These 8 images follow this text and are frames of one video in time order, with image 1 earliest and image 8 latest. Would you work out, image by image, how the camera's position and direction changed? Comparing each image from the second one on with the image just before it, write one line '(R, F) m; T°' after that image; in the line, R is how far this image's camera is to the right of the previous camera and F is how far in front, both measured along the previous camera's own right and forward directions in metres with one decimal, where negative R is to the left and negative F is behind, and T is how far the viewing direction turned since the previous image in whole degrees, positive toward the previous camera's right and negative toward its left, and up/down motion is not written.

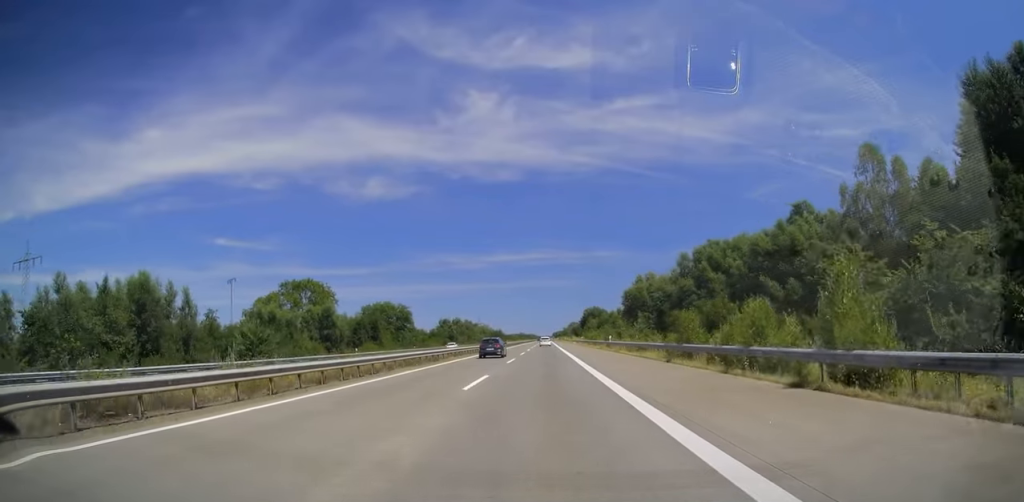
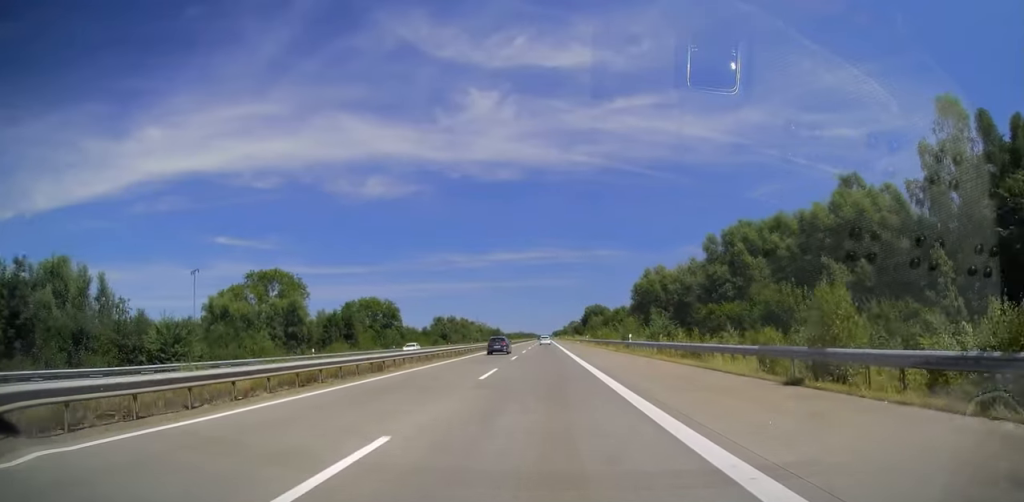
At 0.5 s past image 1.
(0.0, +14.3) m; 0°
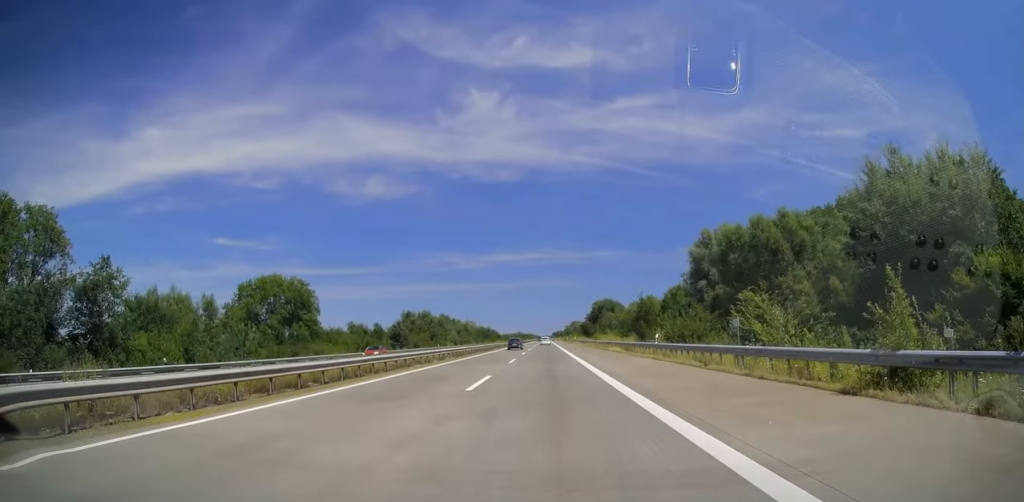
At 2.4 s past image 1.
(+0.5, +58.4) m; +1°
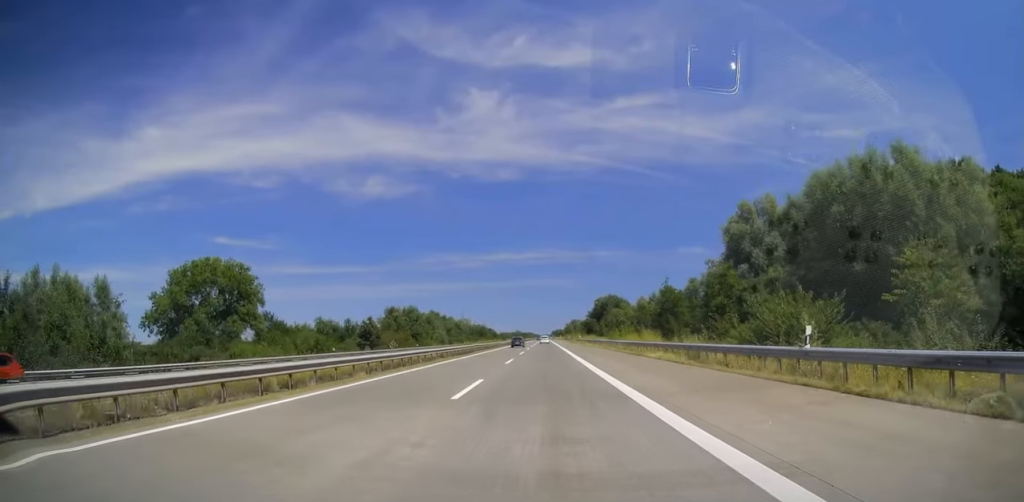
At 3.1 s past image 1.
(-0.3, +20.7) m; 0°
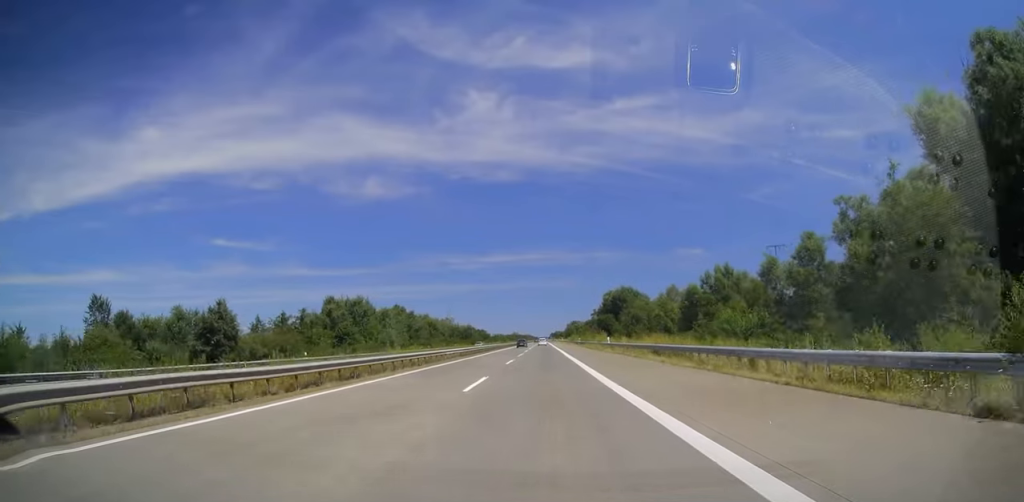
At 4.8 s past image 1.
(0.0, +51.3) m; 0°
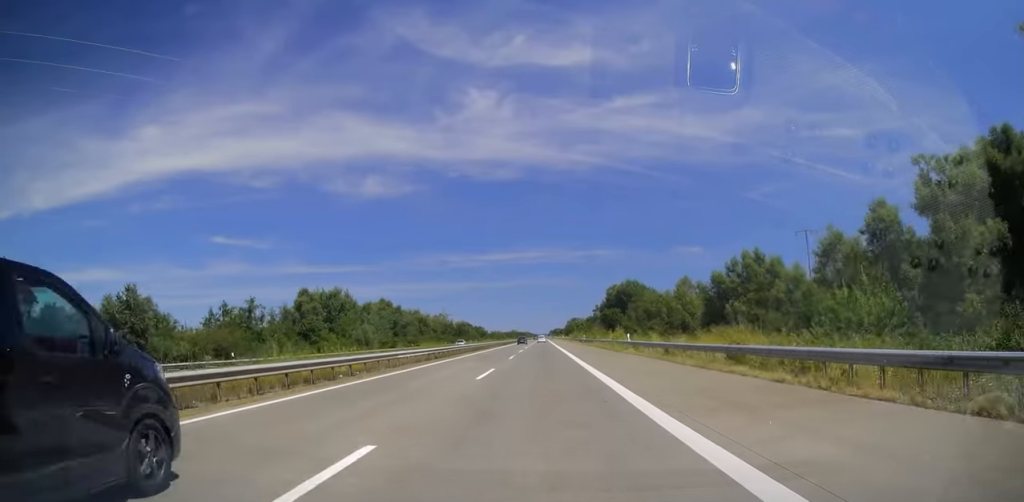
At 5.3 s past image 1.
(-0.2, +14.6) m; 0°
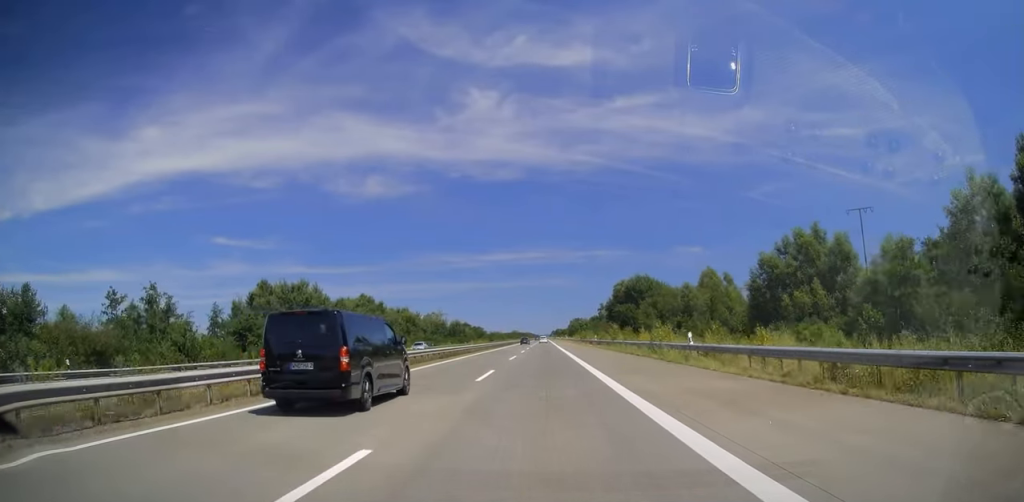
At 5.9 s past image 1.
(+0.2, +18.6) m; 0°
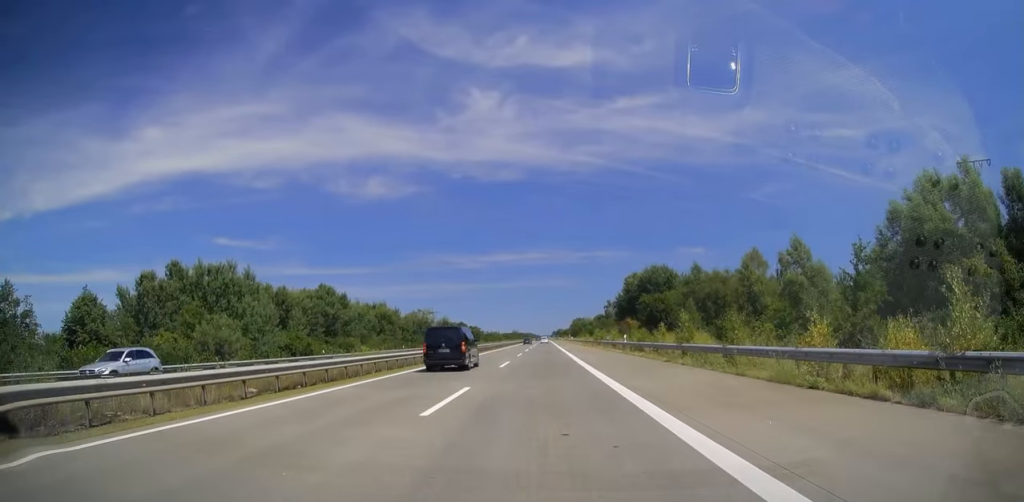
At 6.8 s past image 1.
(+0.1, +26.6) m; 0°
